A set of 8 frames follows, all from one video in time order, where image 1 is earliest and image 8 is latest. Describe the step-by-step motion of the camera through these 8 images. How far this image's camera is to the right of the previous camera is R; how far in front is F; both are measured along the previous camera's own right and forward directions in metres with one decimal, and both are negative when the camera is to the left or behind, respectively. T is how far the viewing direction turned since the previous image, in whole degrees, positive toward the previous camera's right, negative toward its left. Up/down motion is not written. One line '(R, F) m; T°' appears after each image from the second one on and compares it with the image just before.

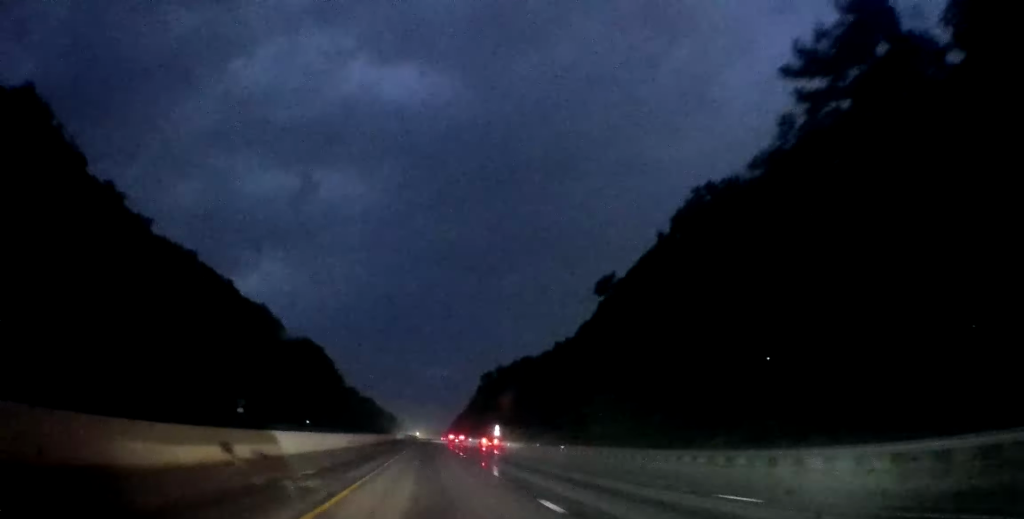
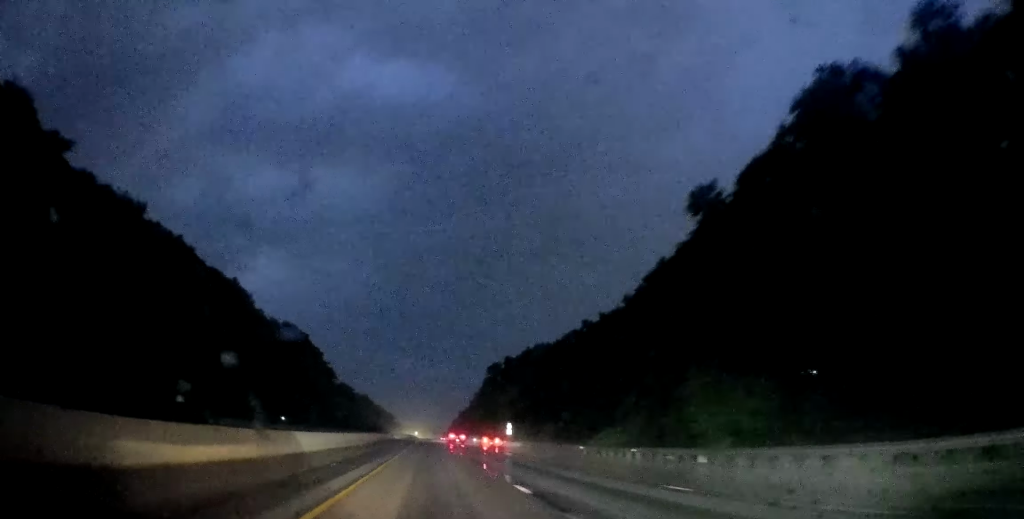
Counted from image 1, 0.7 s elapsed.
(-0.1, +20.9) m; 0°
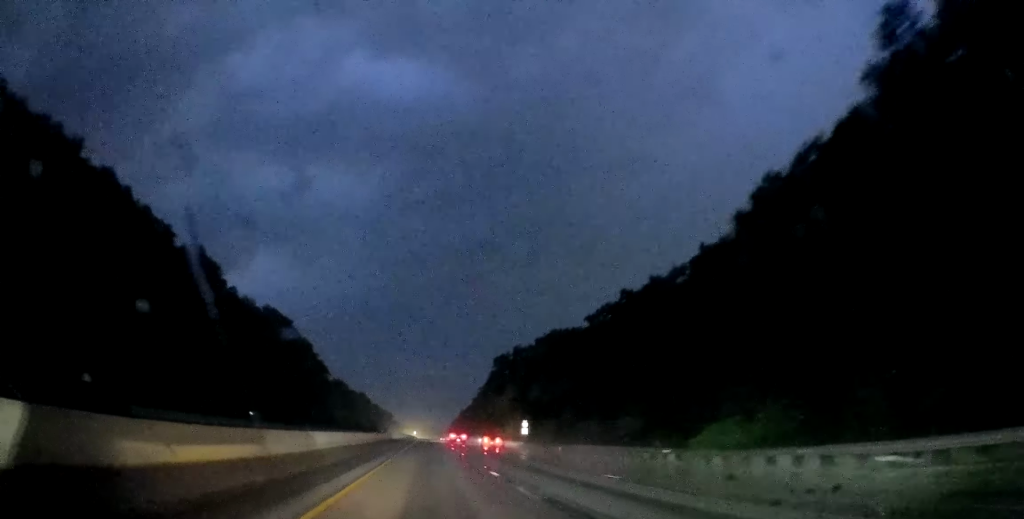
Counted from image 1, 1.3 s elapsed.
(0.0, +18.9) m; 0°
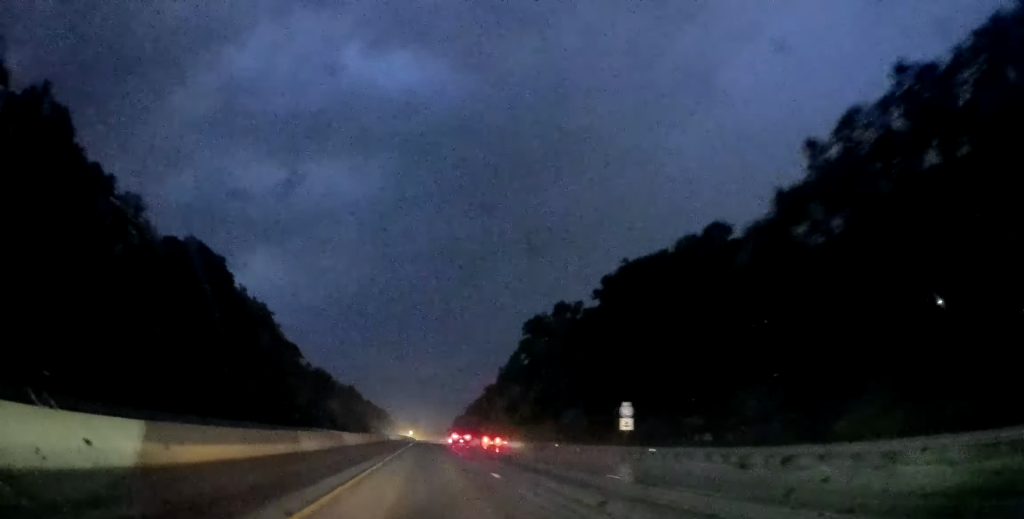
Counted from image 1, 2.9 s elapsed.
(+0.1, +50.5) m; -1°
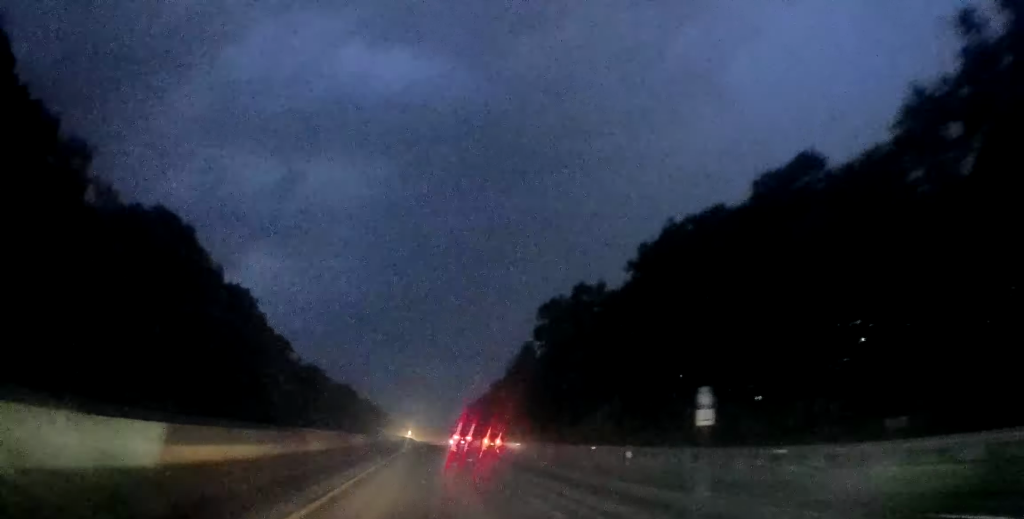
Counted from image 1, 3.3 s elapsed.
(-0.3, +13.8) m; 0°
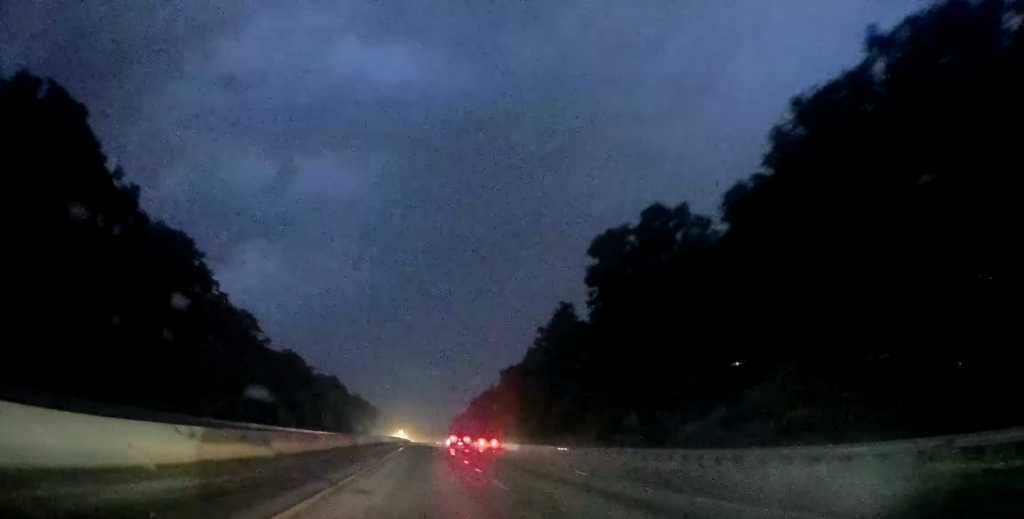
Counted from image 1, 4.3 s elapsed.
(+0.3, +31.5) m; 0°
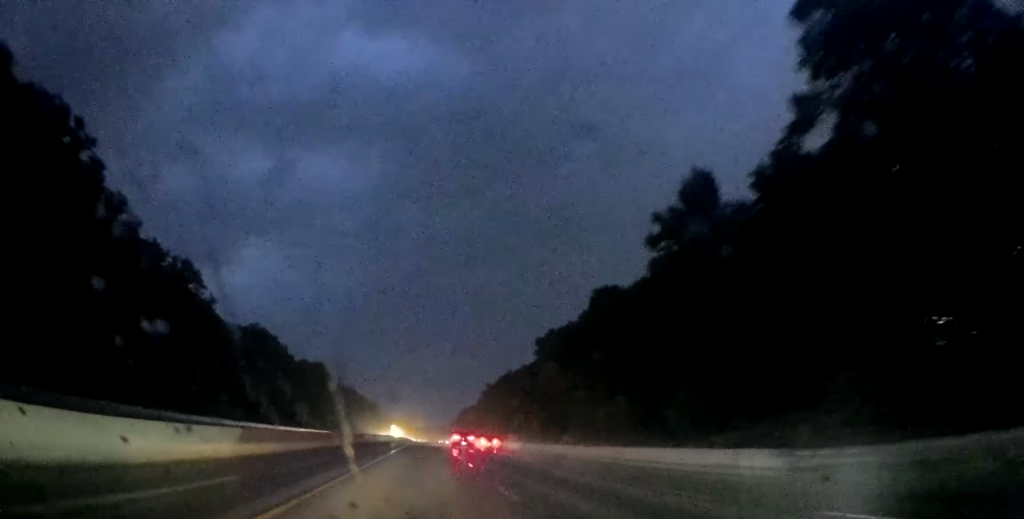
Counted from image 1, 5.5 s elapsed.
(-0.3, +38.6) m; 0°
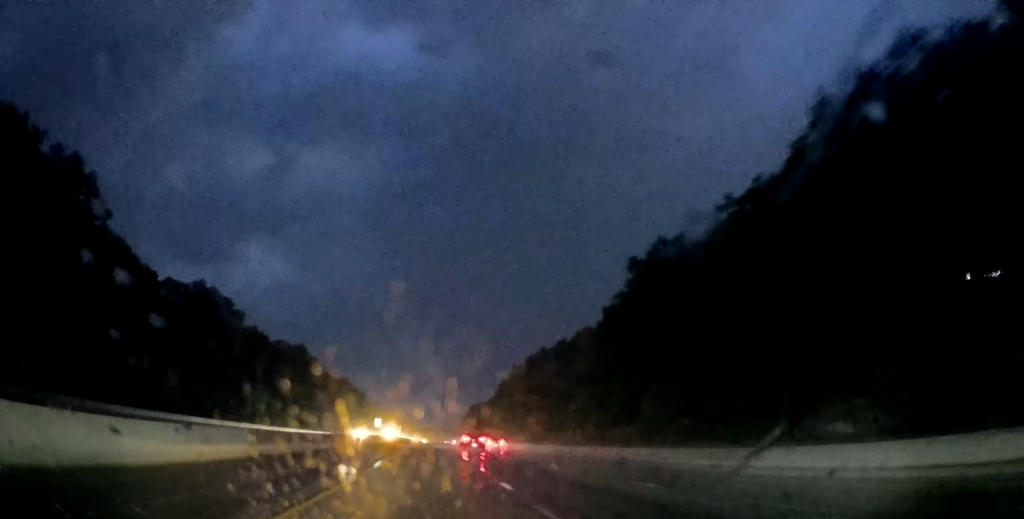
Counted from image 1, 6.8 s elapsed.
(+0.3, +39.6) m; +1°
